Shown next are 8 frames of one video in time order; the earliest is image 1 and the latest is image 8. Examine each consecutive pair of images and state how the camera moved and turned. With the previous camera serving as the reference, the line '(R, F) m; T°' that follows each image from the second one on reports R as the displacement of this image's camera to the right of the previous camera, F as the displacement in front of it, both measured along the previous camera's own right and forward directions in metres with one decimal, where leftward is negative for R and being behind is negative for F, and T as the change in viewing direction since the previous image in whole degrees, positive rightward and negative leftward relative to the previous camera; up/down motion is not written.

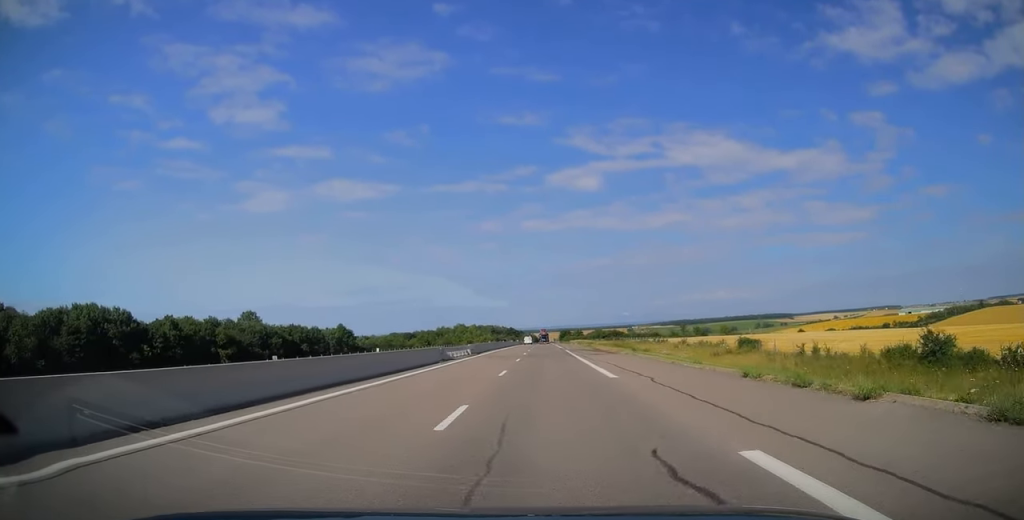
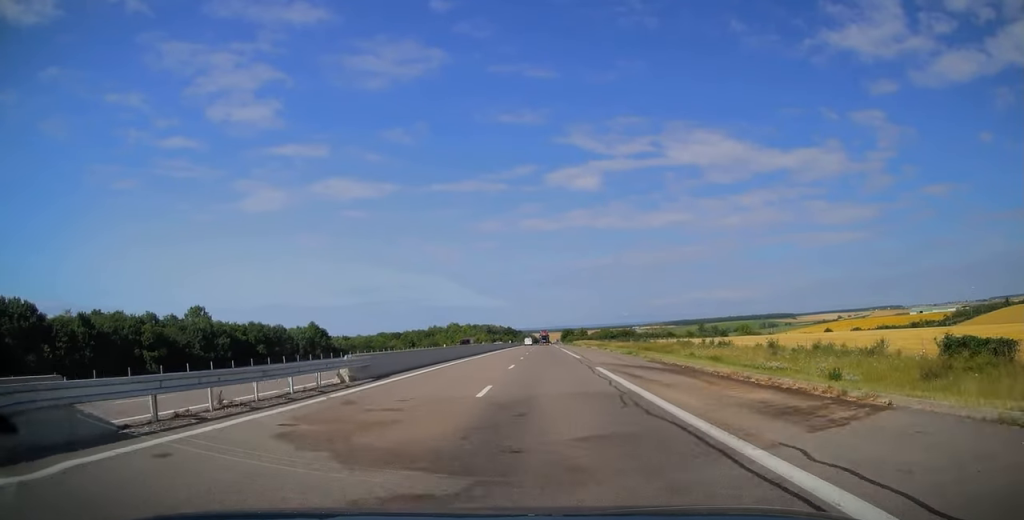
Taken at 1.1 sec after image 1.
(0.0, +32.8) m; 0°
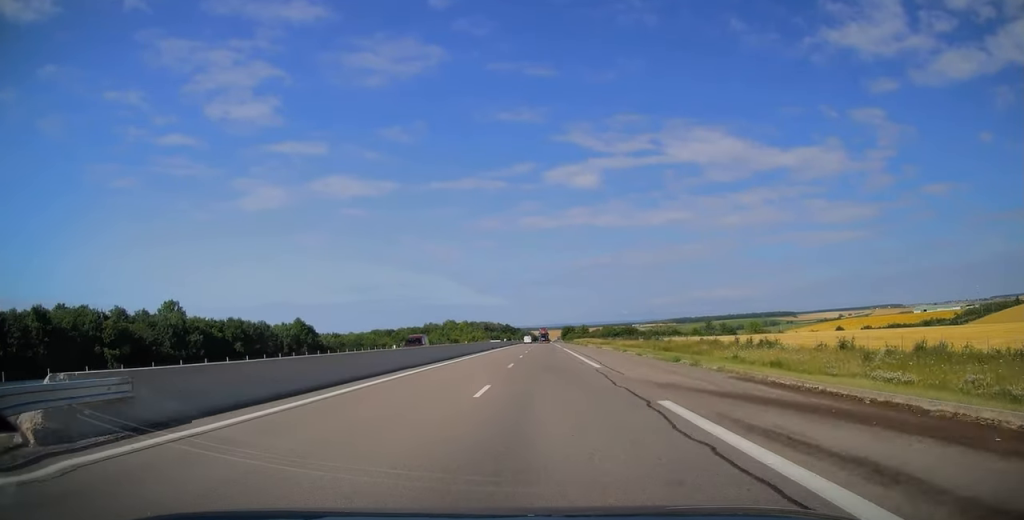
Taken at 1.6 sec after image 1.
(0.0, +13.2) m; 0°
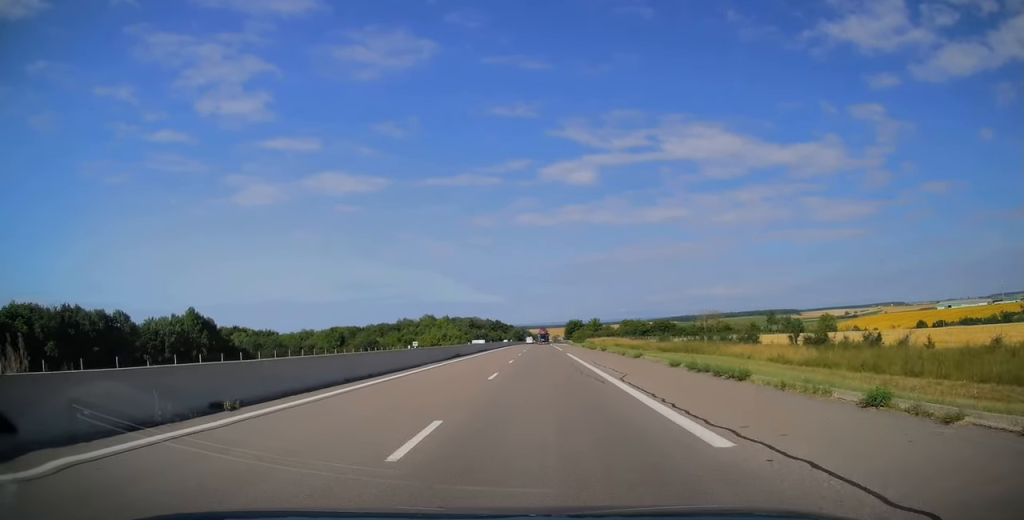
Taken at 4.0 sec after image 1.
(+0.2, +70.5) m; 0°
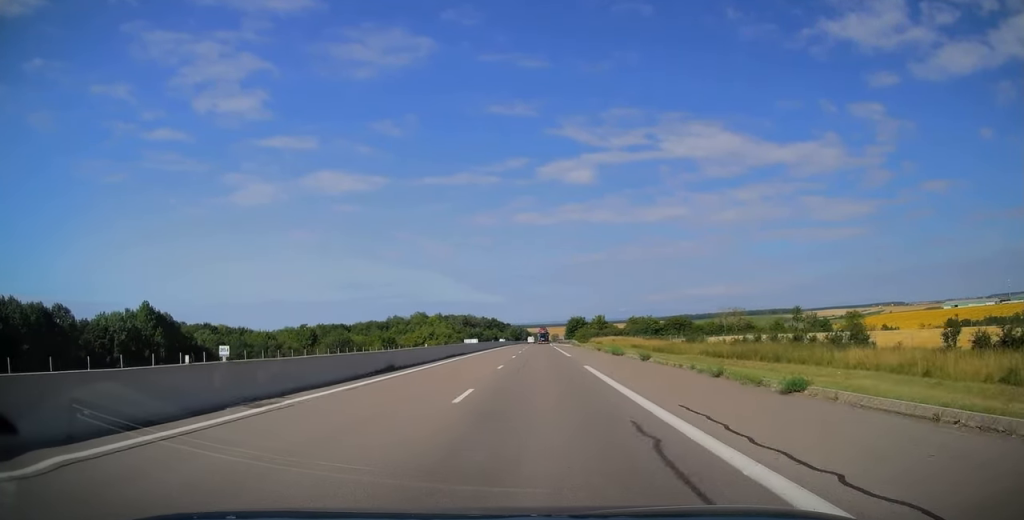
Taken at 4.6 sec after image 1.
(-0.1, +19.8) m; 0°
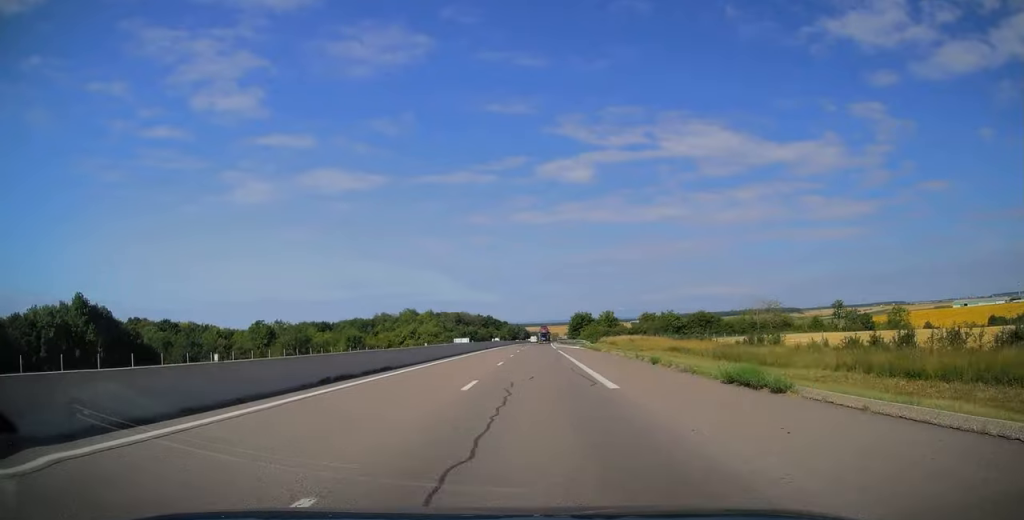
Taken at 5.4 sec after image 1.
(+0.3, +23.9) m; 0°
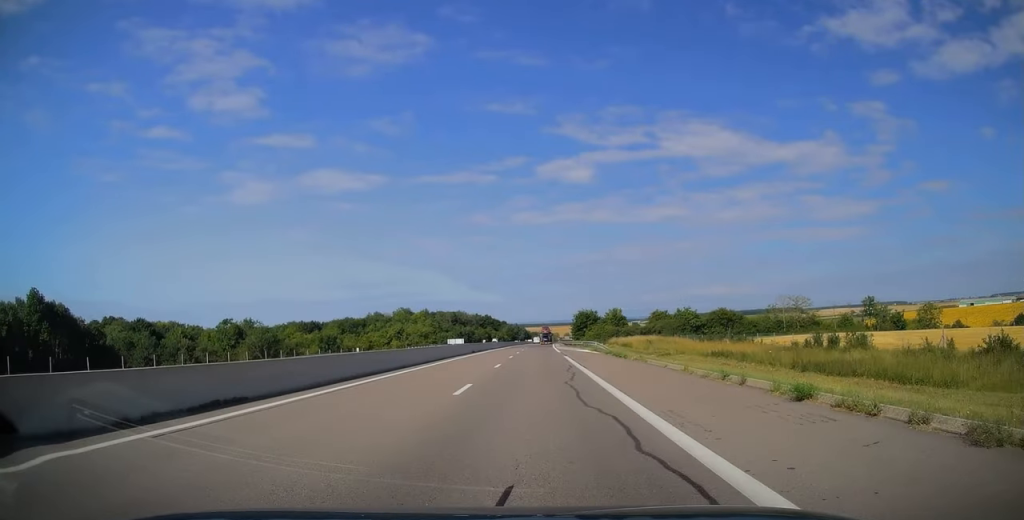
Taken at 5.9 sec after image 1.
(-0.1, +14.1) m; 0°
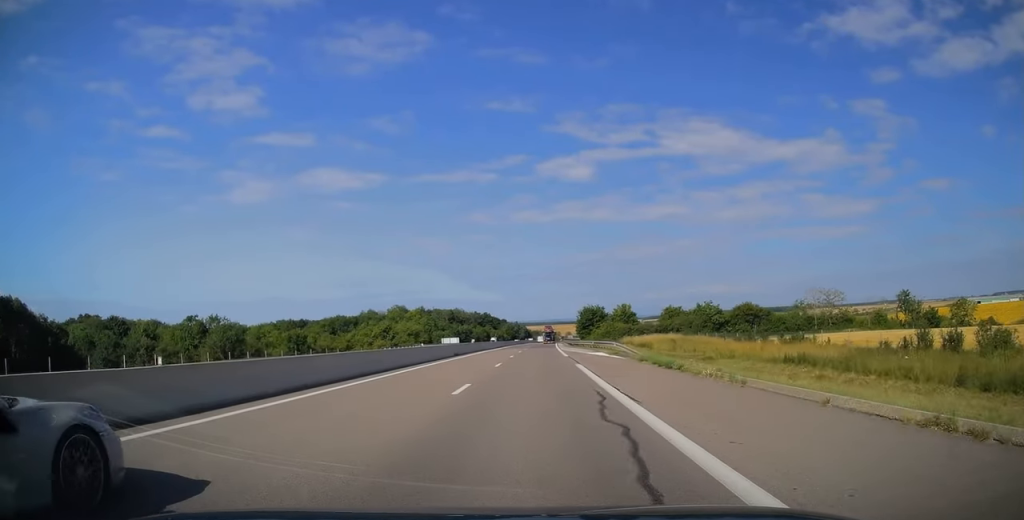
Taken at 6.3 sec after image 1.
(-0.1, +13.1) m; 0°
